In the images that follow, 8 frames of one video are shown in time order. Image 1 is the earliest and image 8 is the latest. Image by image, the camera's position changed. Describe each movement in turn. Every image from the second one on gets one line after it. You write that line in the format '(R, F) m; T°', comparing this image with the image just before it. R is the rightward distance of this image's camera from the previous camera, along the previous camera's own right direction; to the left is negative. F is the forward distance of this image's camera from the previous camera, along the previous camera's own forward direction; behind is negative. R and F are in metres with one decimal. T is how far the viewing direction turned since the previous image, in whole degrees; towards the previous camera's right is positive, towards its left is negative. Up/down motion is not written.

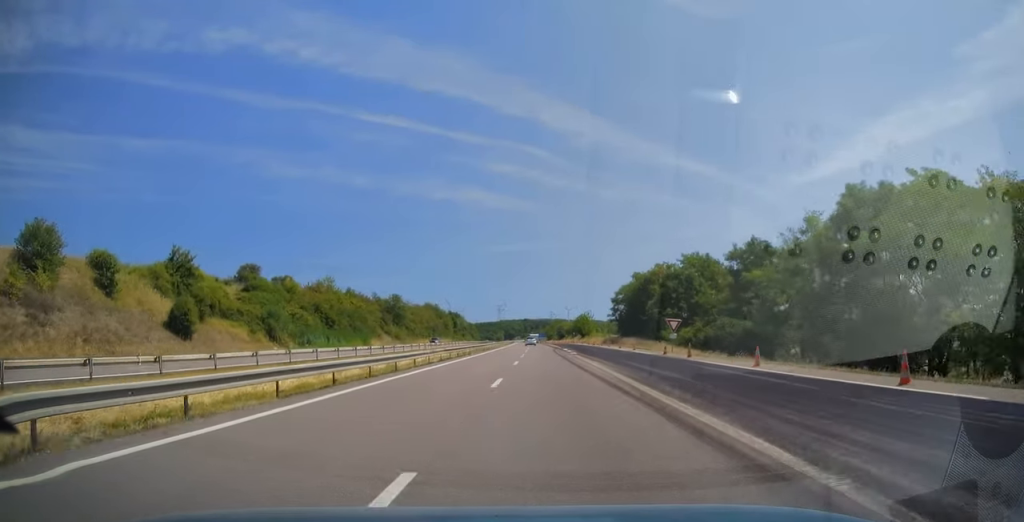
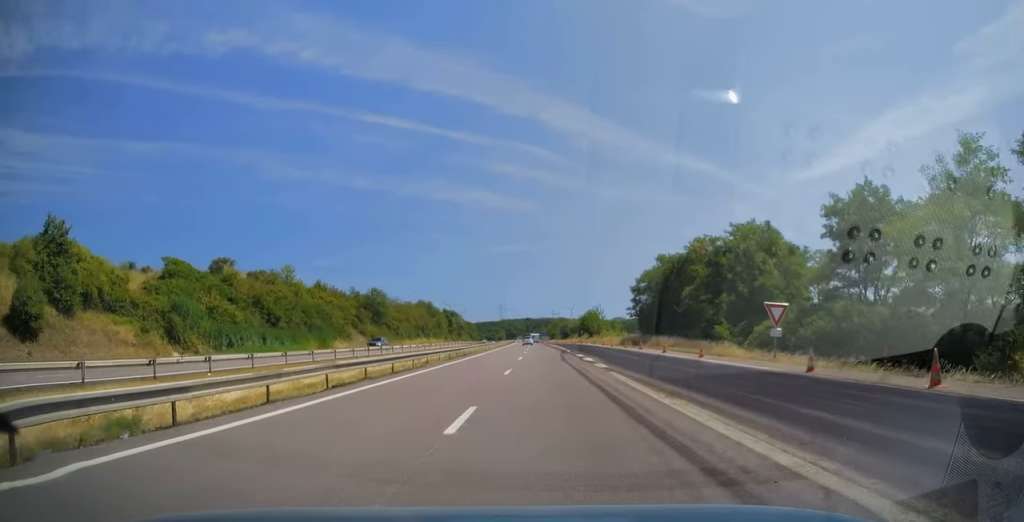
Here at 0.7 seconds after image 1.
(0.0, +20.4) m; 0°
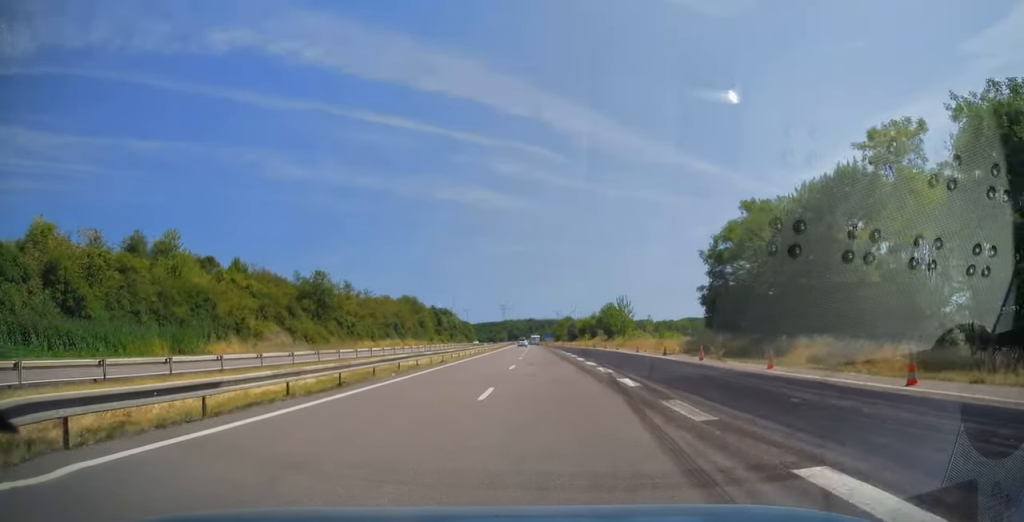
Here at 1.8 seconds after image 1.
(-0.2, +34.7) m; -1°
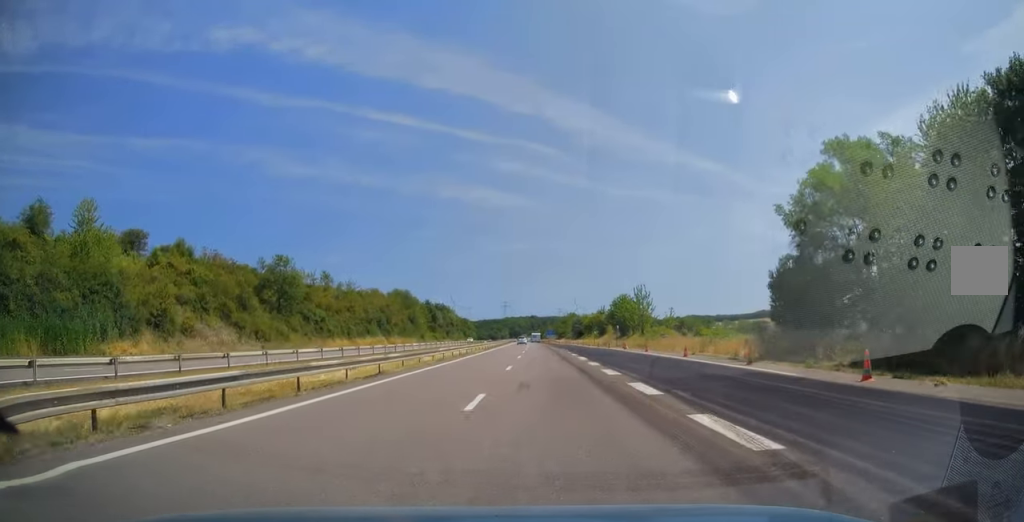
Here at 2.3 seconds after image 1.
(-0.2, +15.3) m; 0°
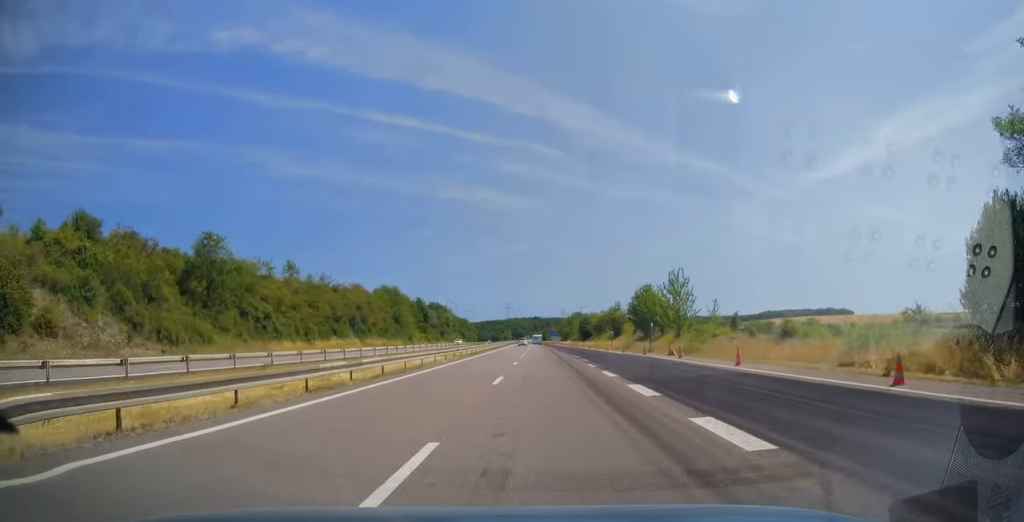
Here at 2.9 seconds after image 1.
(+0.2, +19.4) m; 0°
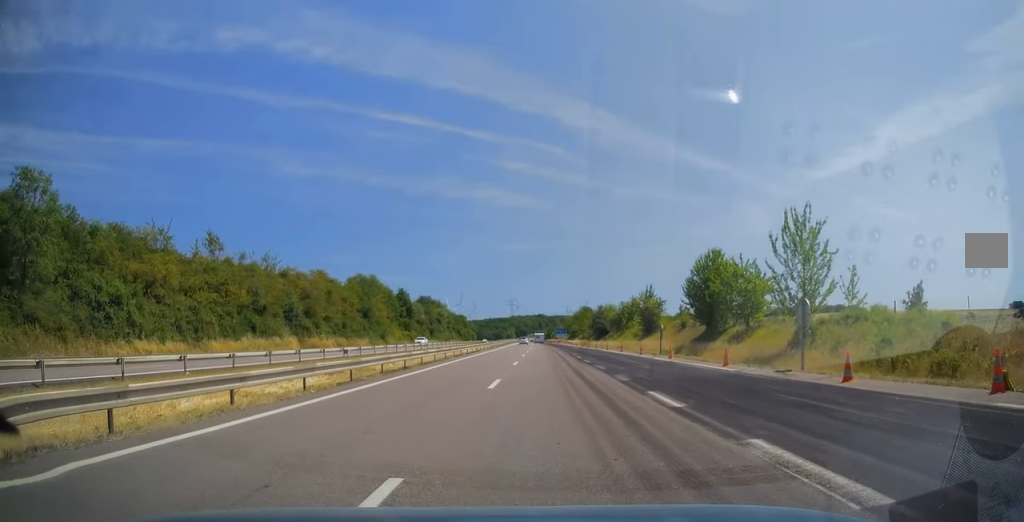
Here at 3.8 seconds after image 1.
(0.0, +28.1) m; 0°
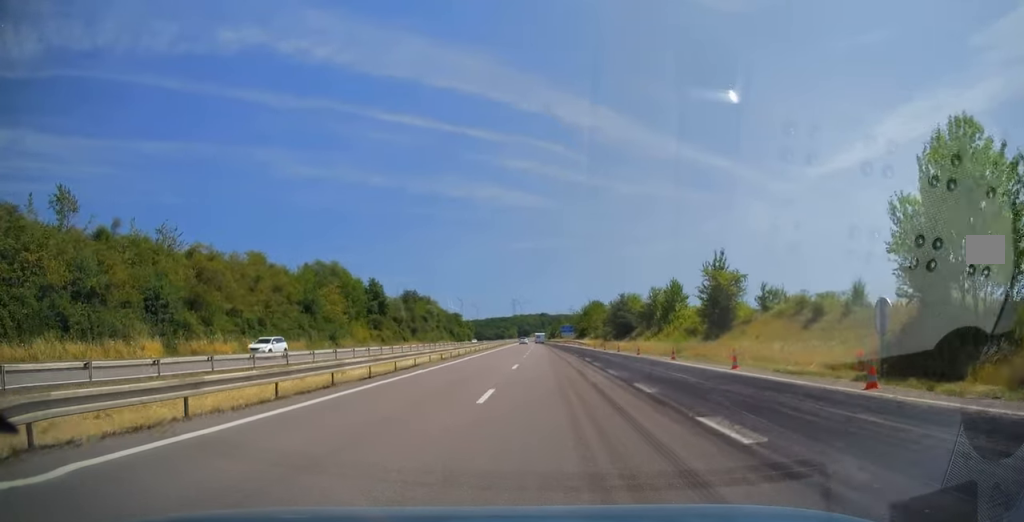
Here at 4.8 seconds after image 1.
(-0.2, +29.6) m; 0°
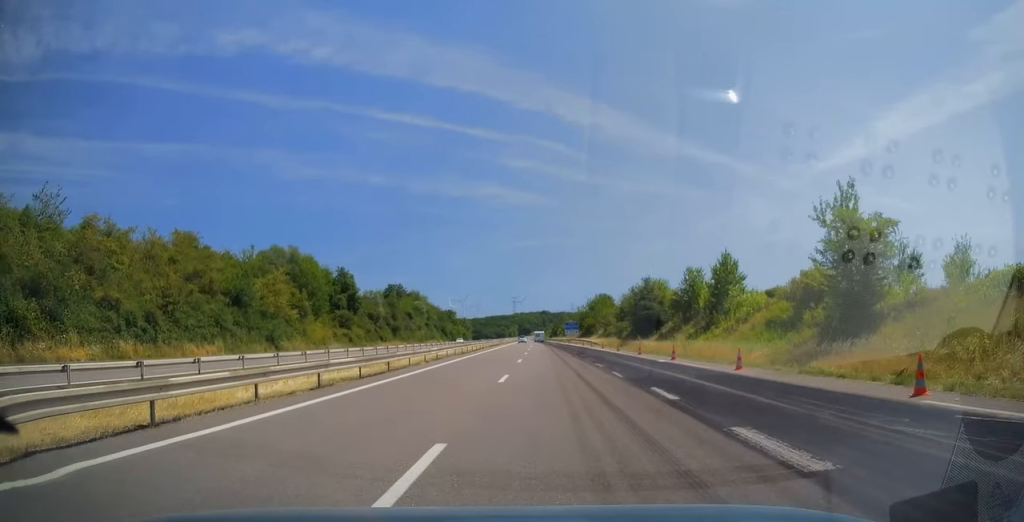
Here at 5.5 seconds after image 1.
(0.0, +20.9) m; 0°
